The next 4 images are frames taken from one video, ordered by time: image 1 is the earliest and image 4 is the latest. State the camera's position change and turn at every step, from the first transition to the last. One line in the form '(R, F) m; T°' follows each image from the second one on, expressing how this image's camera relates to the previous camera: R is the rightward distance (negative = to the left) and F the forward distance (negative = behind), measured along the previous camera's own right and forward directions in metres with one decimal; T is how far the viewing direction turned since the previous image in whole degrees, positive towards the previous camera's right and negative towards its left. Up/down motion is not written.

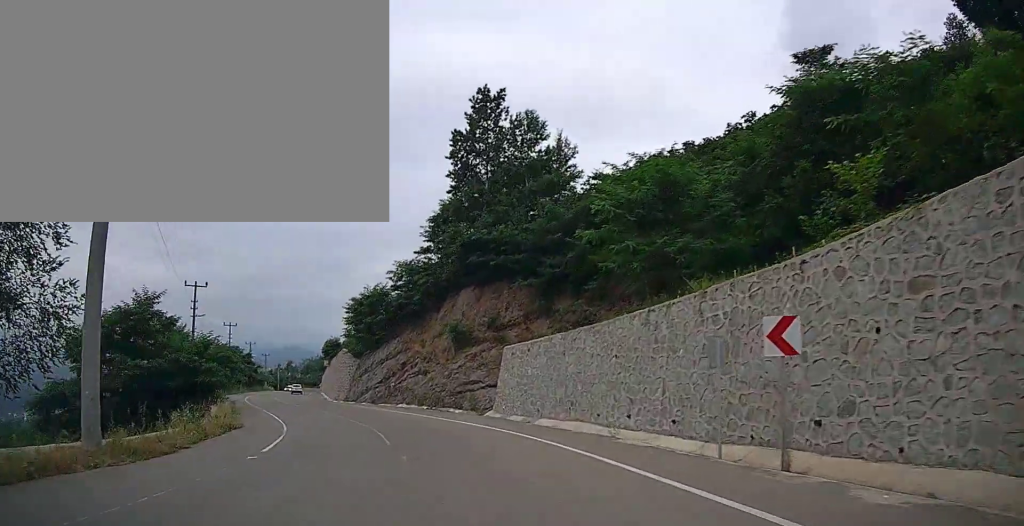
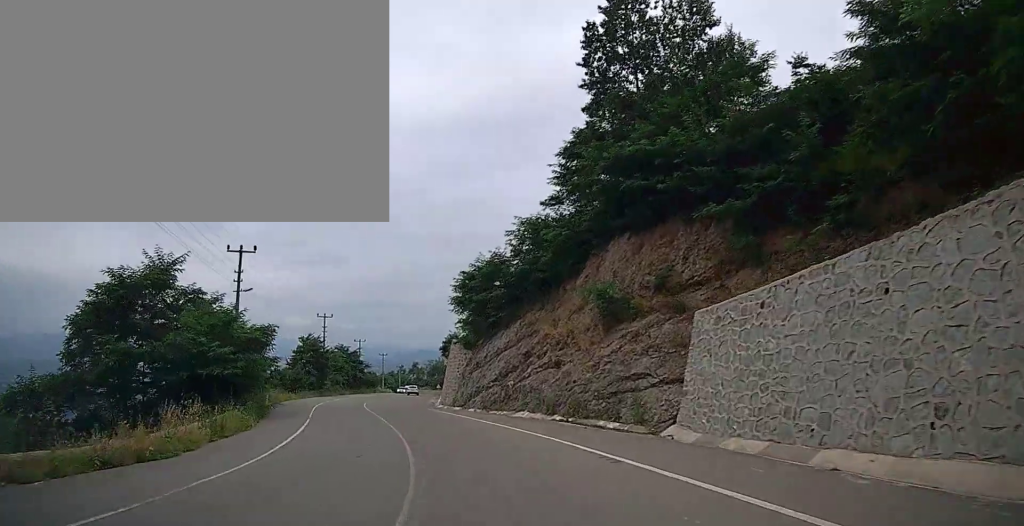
(-1.2, +13.9) m; -12°
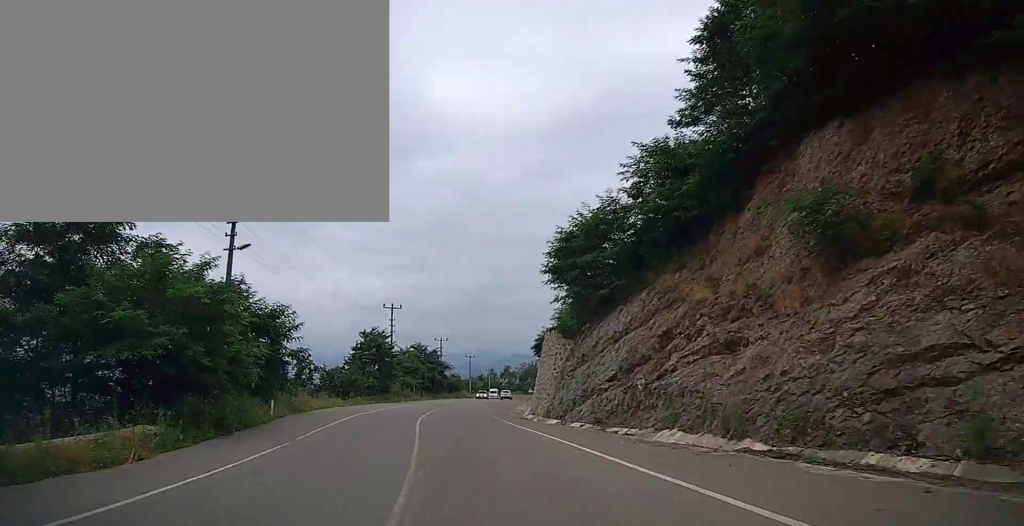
(-1.3, +12.2) m; -9°
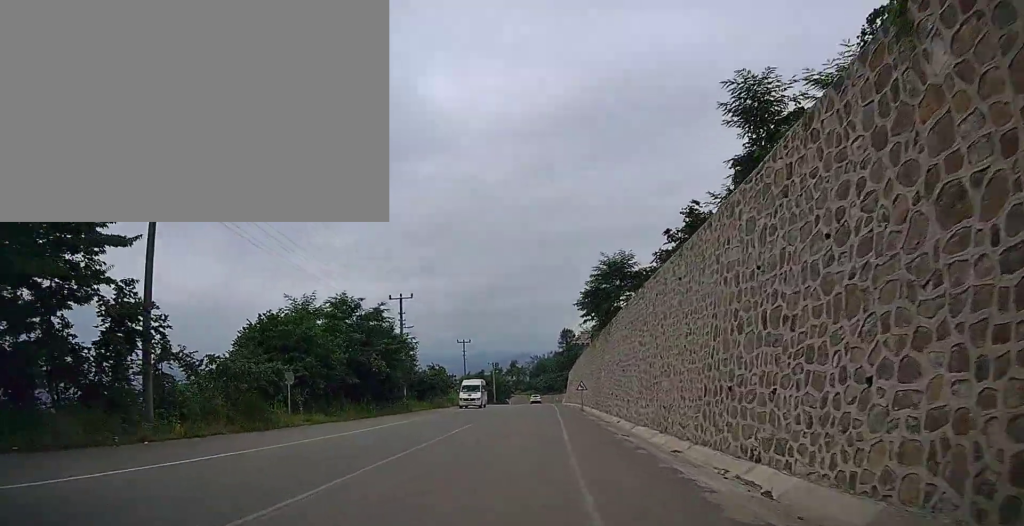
(-4.2, +44.2) m; -4°
